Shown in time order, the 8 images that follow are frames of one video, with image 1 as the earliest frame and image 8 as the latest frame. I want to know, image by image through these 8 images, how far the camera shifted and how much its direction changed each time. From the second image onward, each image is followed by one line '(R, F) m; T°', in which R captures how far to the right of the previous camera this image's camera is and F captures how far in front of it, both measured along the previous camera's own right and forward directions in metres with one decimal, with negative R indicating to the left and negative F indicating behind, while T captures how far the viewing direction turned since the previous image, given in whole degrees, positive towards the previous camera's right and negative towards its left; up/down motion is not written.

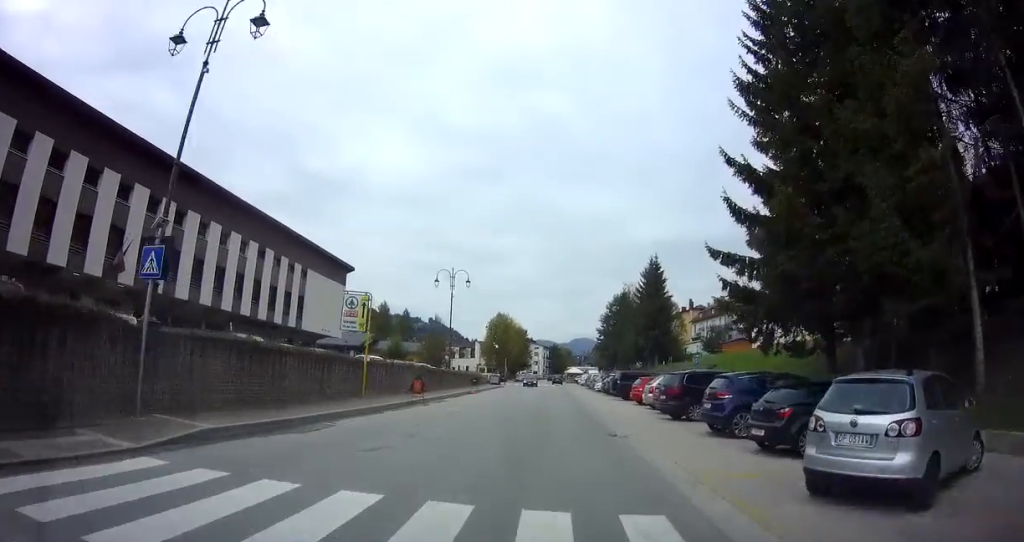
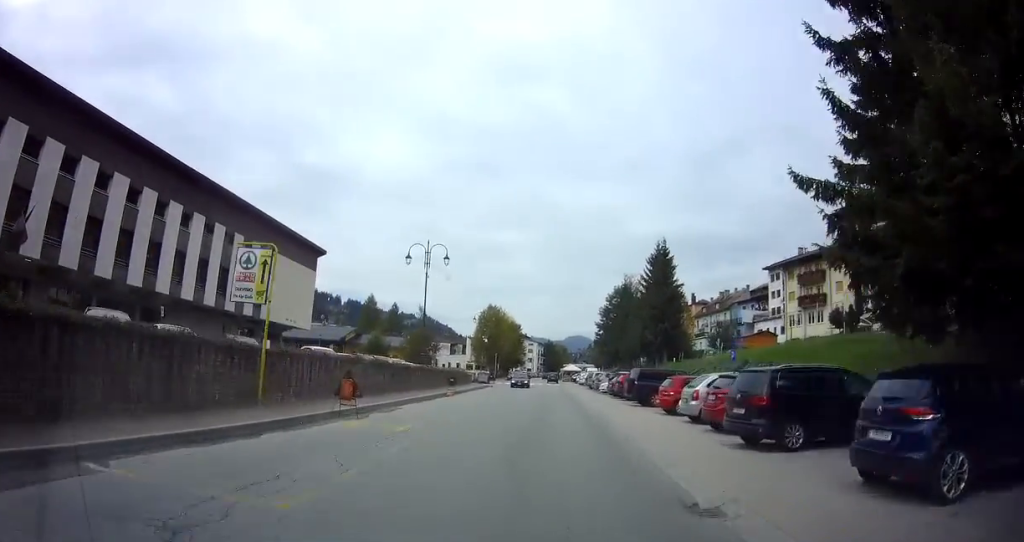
(+0.2, +7.9) m; +2°
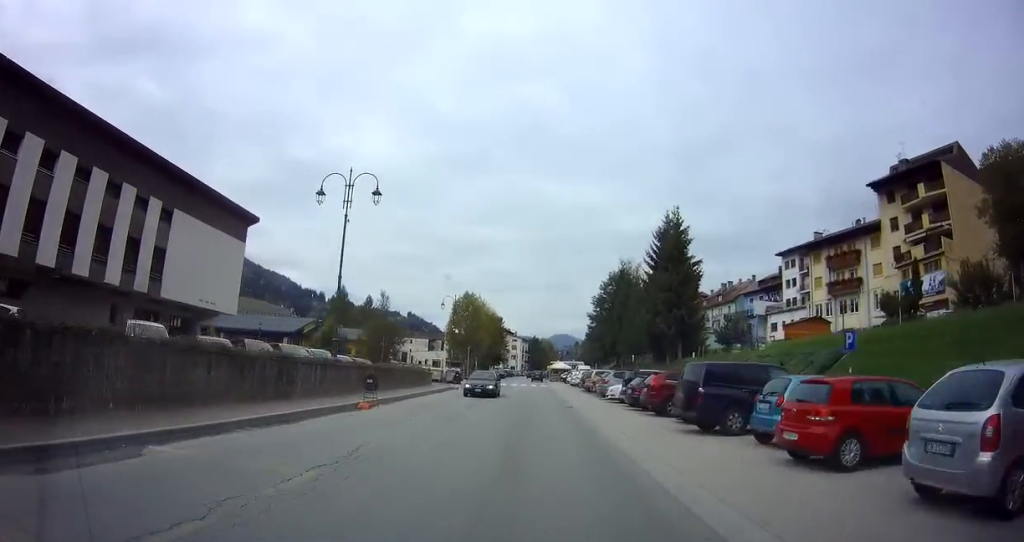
(0.0, +12.5) m; 0°
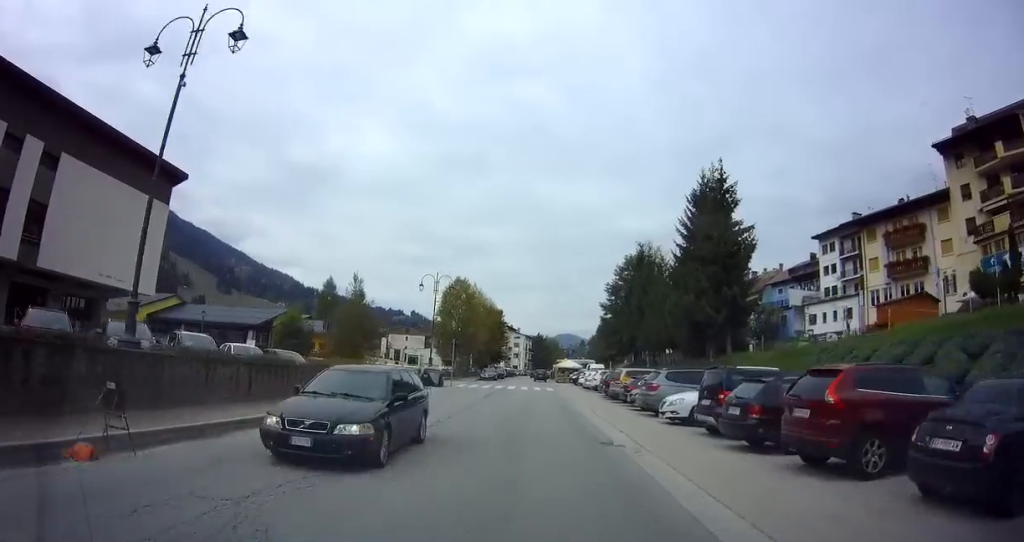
(-0.1, +12.3) m; -3°
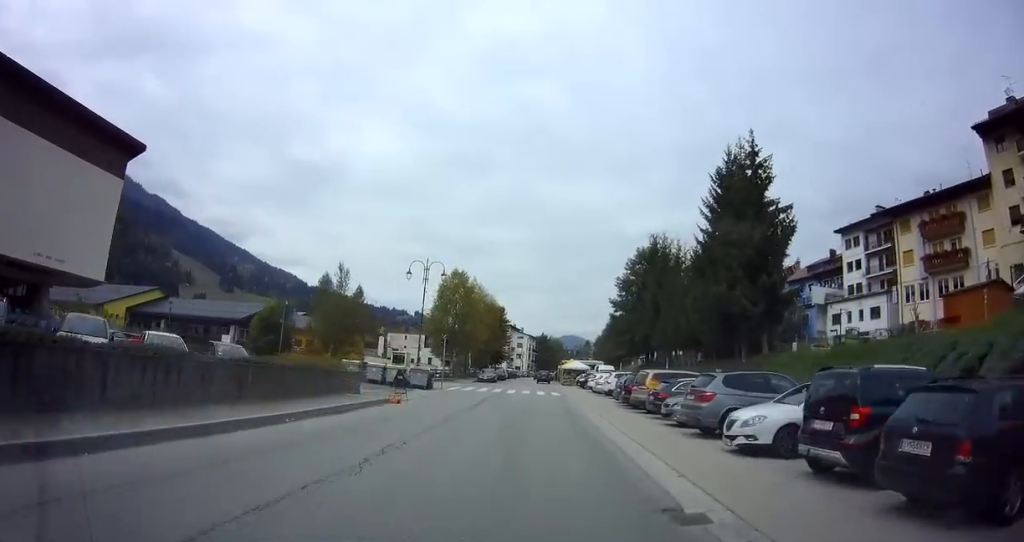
(-0.2, +5.6) m; -1°
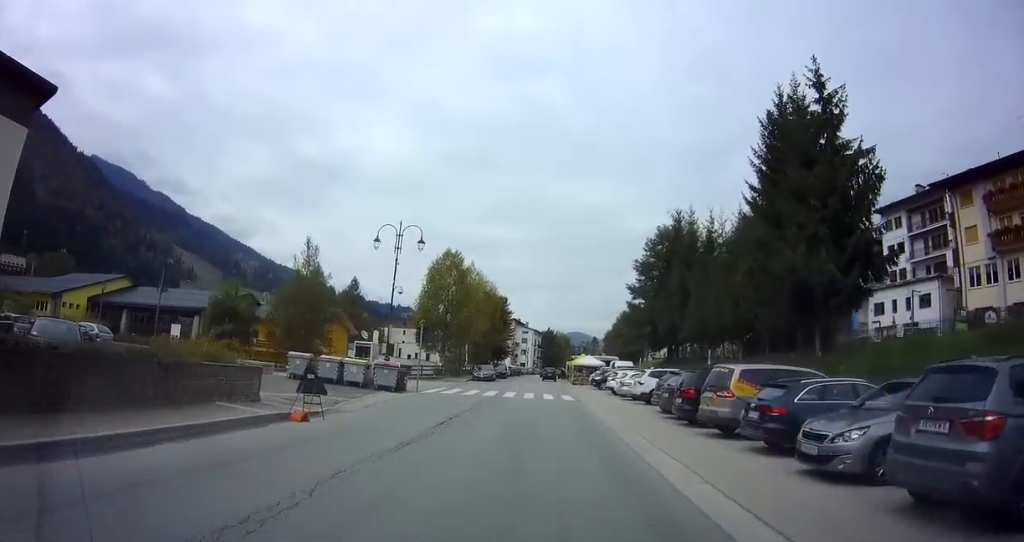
(-0.1, +8.8) m; -1°
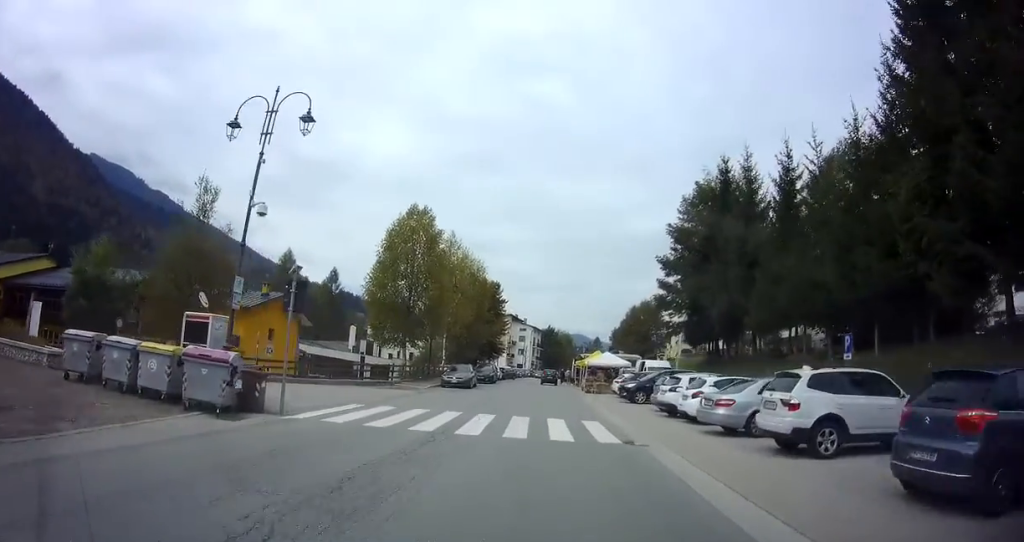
(0.0, +14.9) m; 0°
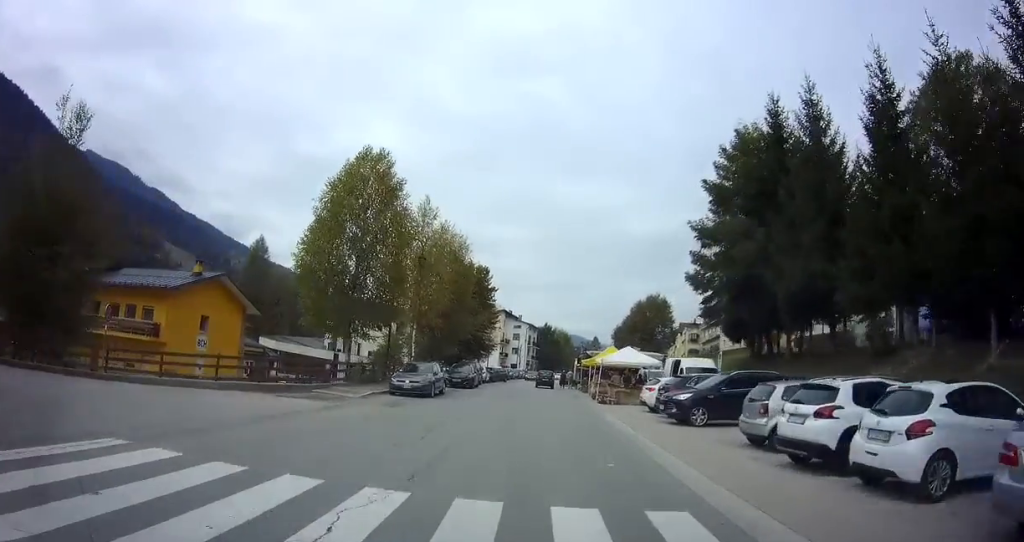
(0.0, +10.1) m; 0°
